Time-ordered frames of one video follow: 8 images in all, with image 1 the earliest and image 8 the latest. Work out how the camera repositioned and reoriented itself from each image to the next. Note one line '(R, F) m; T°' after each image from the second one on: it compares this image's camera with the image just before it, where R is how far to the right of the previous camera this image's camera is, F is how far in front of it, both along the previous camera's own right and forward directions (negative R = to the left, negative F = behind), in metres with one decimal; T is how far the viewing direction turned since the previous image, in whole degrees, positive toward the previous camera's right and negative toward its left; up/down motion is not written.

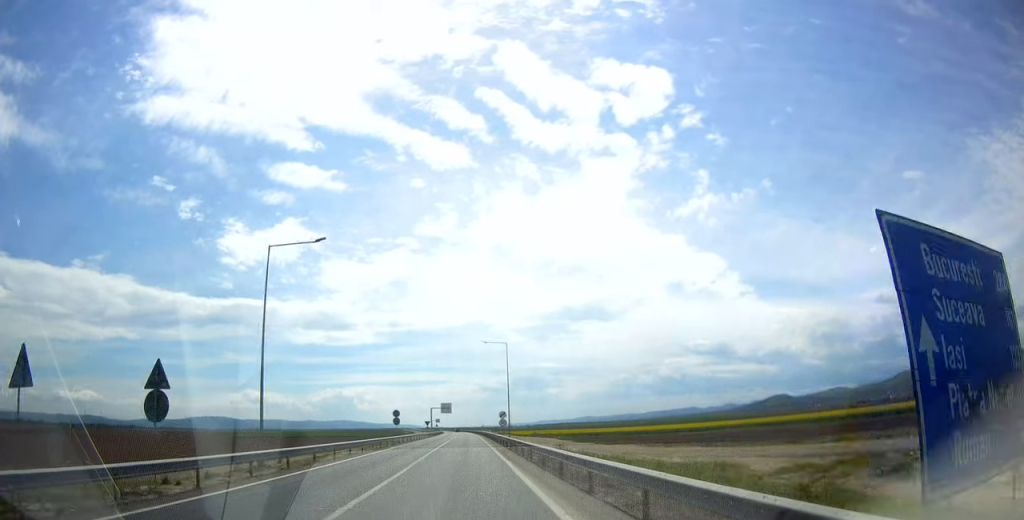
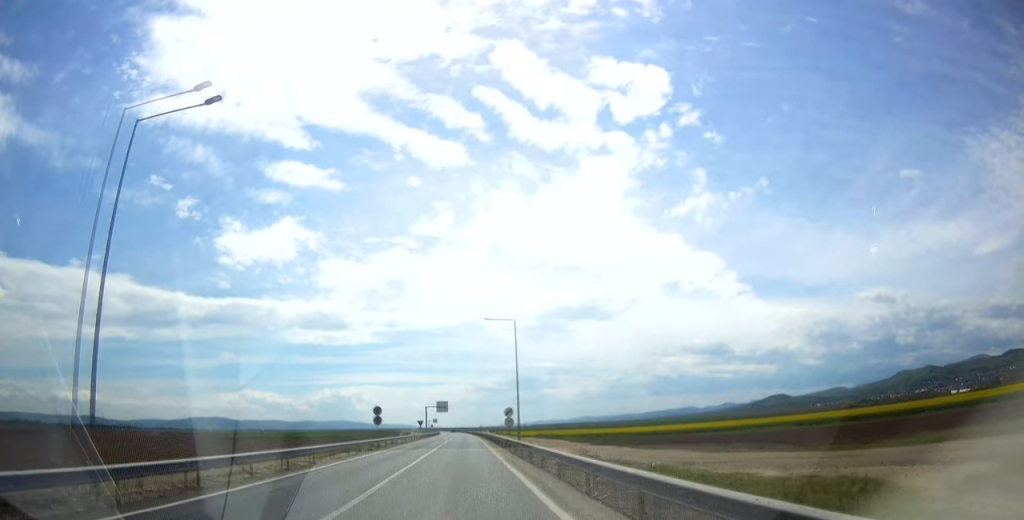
(+0.1, +11.4) m; +1°
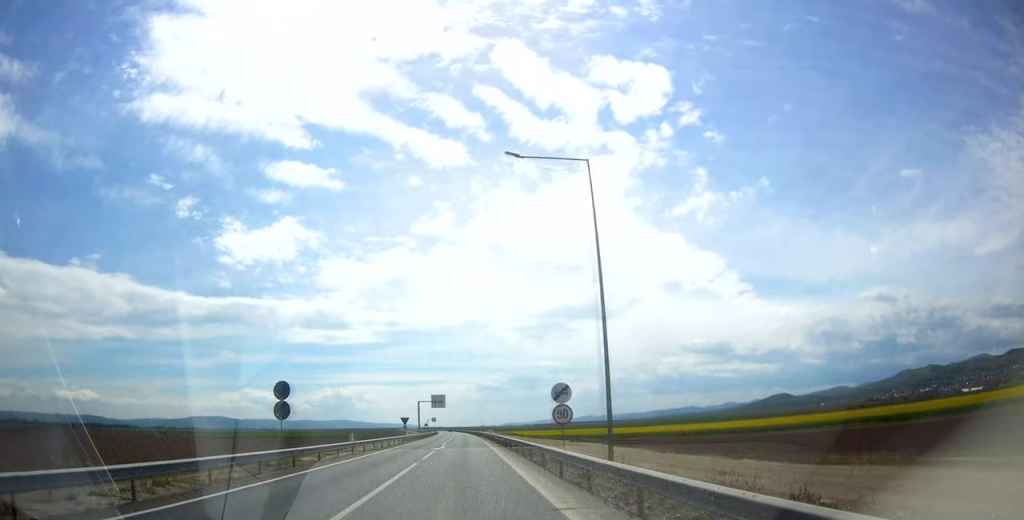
(+0.1, +26.0) m; 0°
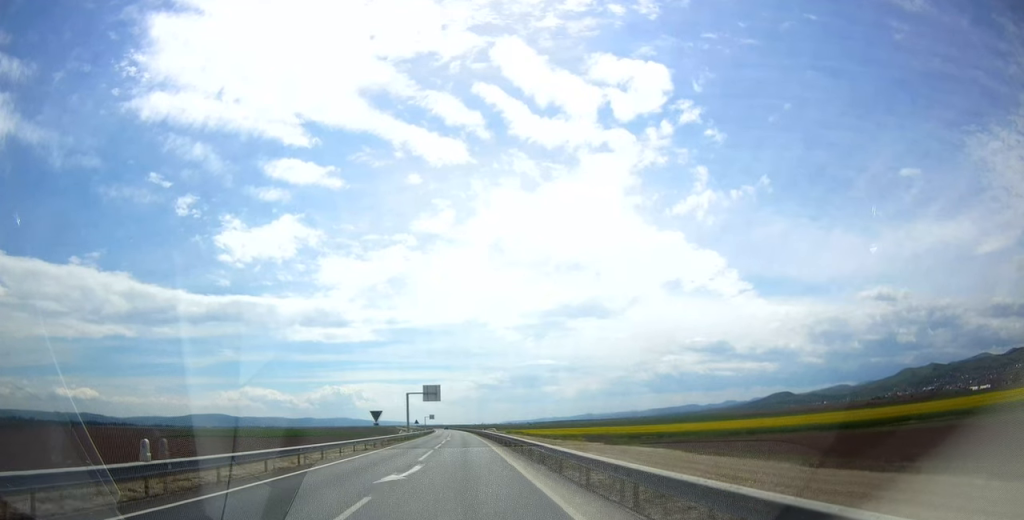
(-0.1, +22.6) m; 0°
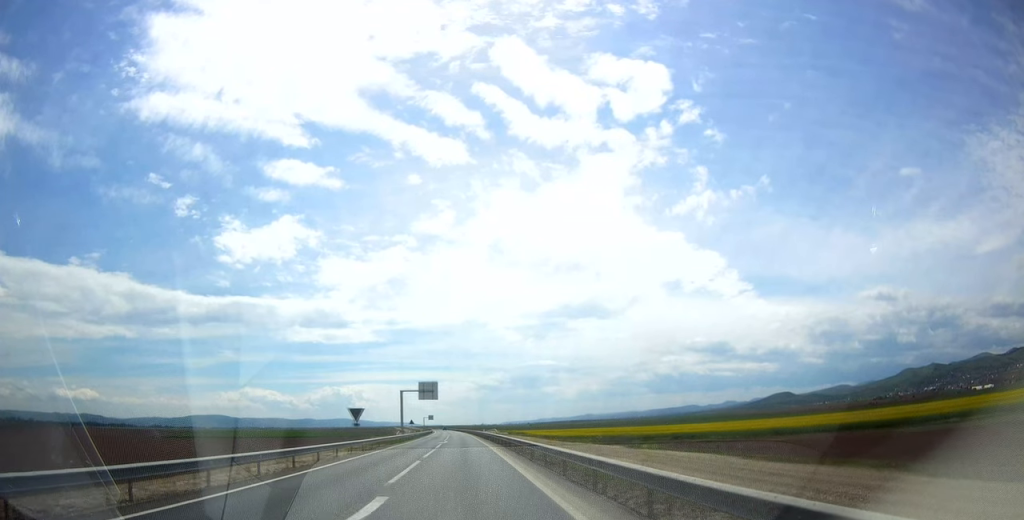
(-0.1, +9.0) m; 0°
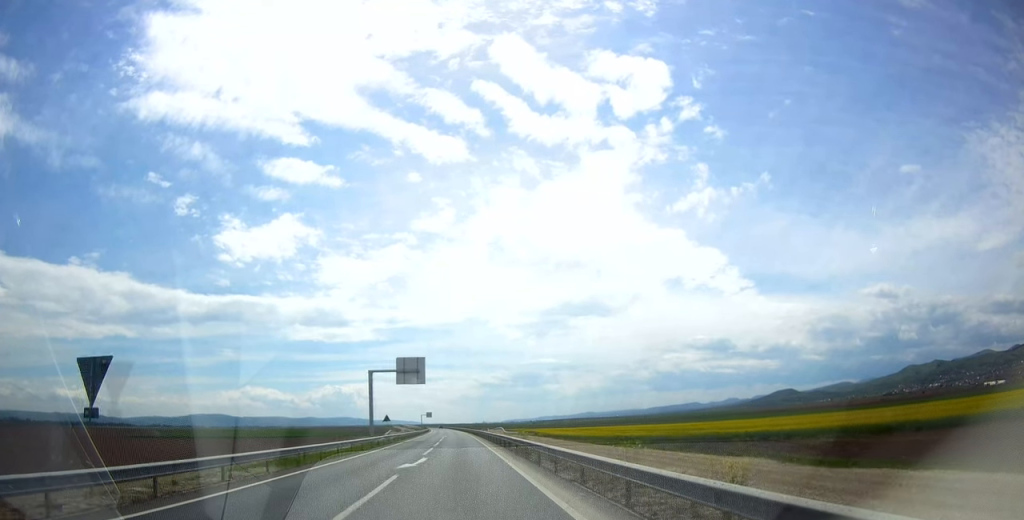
(+0.6, +29.9) m; +1°
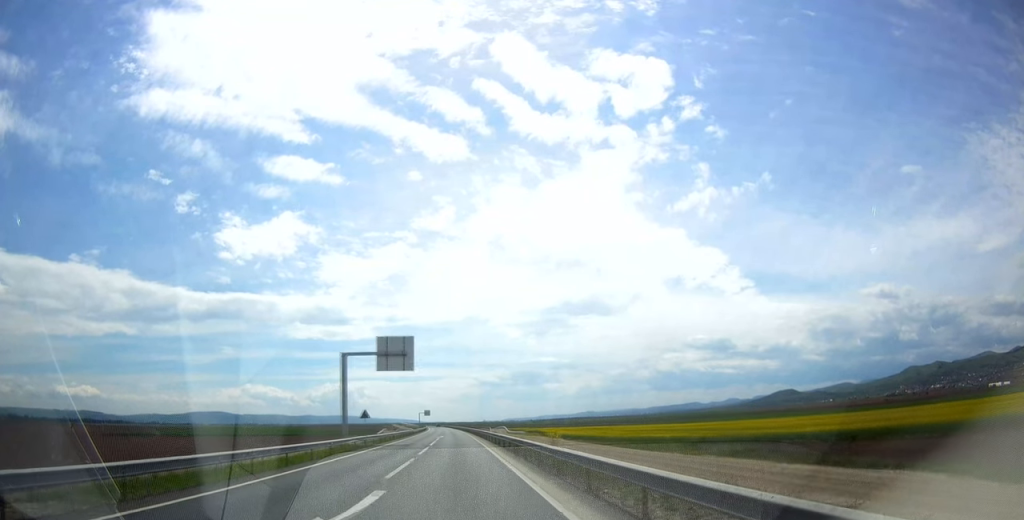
(0.0, +13.5) m; -1°
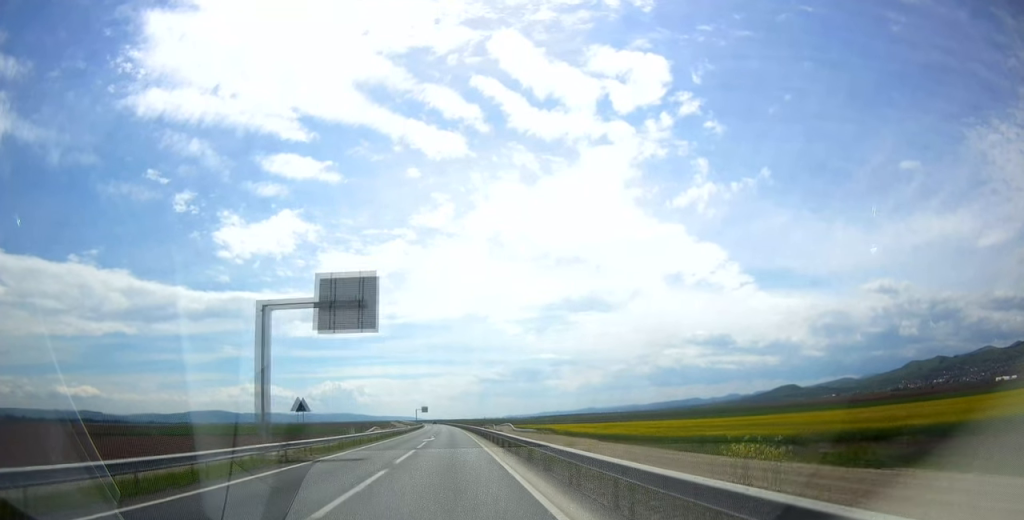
(-0.2, +19.2) m; -1°
